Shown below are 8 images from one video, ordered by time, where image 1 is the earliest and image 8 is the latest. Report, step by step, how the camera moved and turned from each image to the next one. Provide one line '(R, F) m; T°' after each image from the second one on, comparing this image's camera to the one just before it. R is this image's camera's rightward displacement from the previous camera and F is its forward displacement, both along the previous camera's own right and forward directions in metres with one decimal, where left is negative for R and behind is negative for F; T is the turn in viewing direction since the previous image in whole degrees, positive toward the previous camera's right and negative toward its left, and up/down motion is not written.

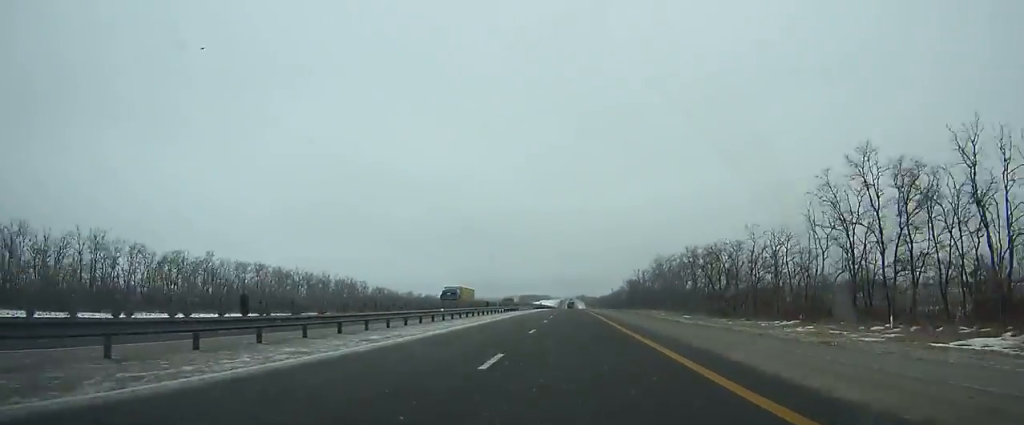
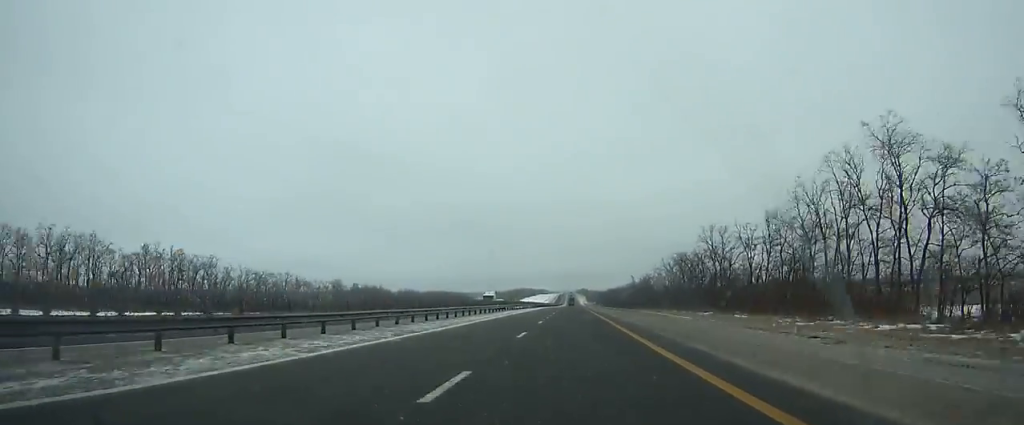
(-0.1, +100.0) m; 0°
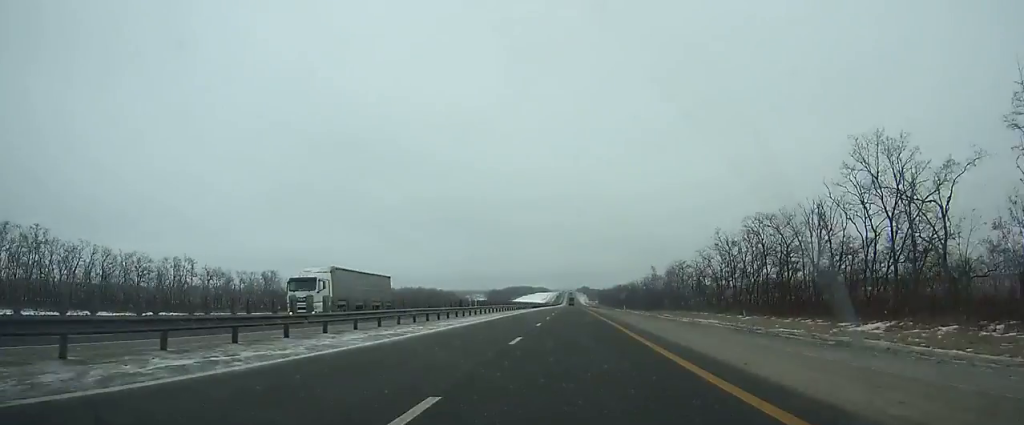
(0.0, +50.9) m; 0°
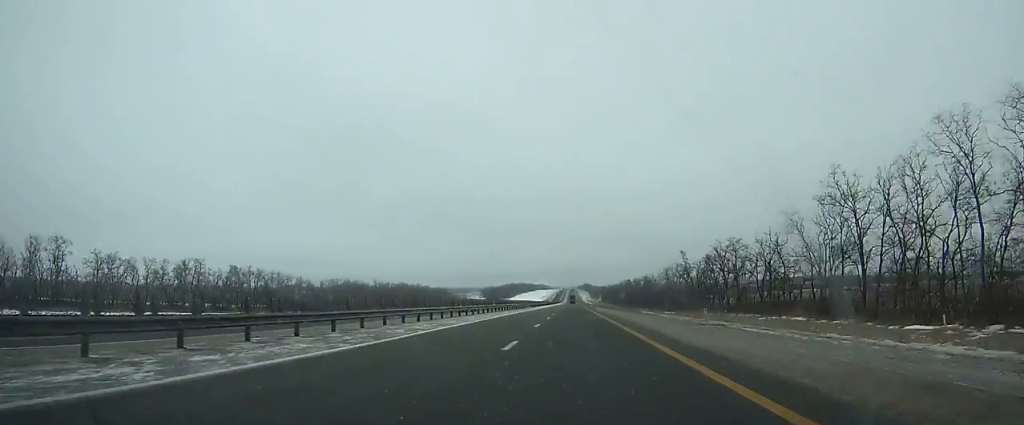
(0.0, +38.7) m; 0°
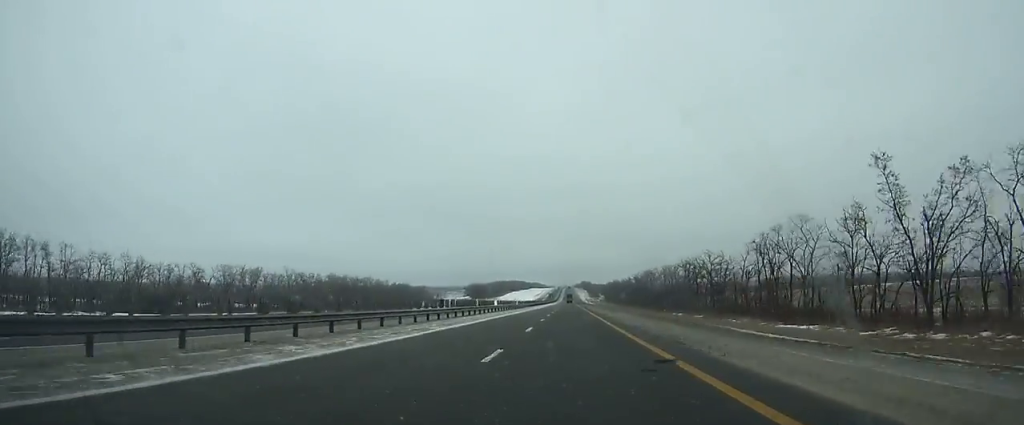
(0.0, +77.4) m; 0°
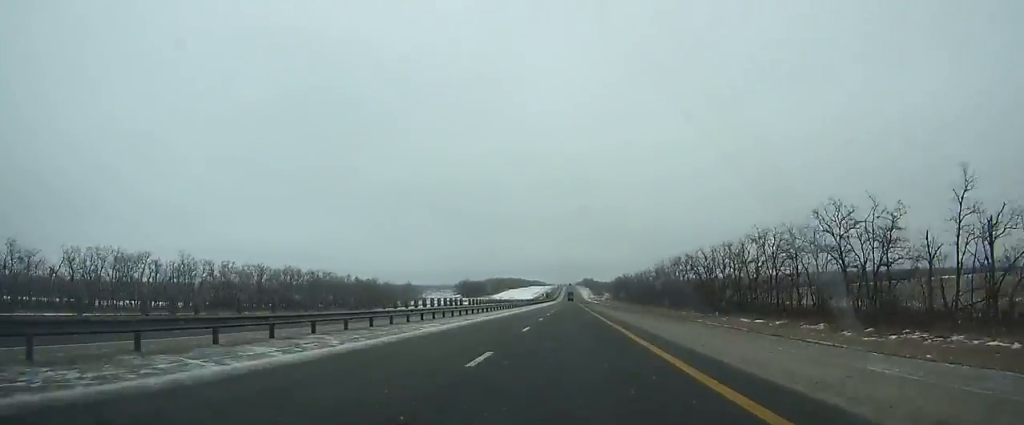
(+0.1, +51.7) m; 0°
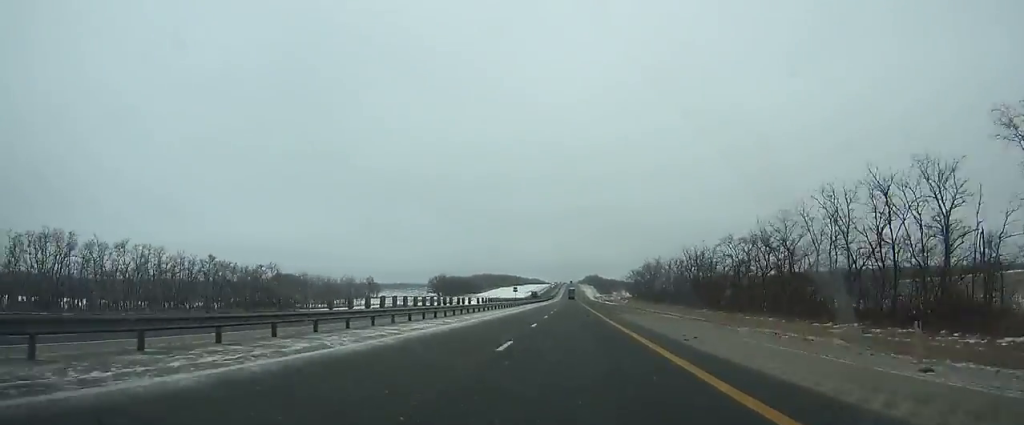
(-0.3, +100.8) m; 0°
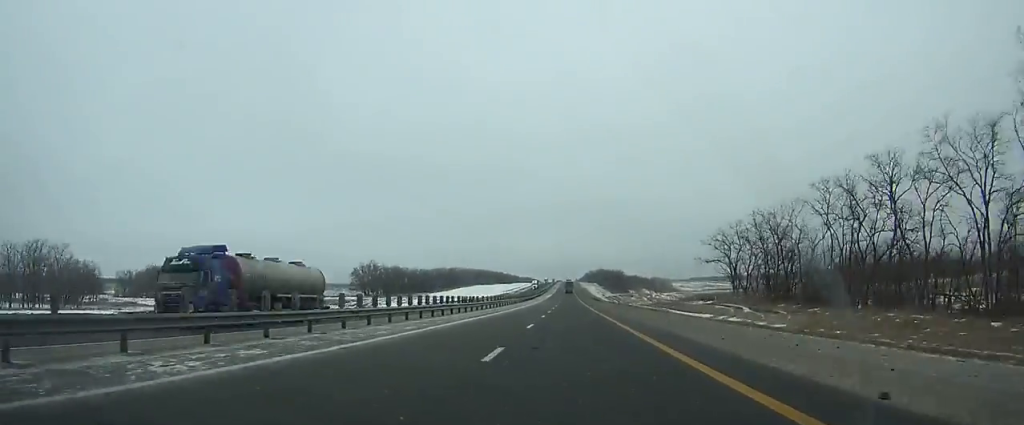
(+0.2, +142.0) m; 0°
